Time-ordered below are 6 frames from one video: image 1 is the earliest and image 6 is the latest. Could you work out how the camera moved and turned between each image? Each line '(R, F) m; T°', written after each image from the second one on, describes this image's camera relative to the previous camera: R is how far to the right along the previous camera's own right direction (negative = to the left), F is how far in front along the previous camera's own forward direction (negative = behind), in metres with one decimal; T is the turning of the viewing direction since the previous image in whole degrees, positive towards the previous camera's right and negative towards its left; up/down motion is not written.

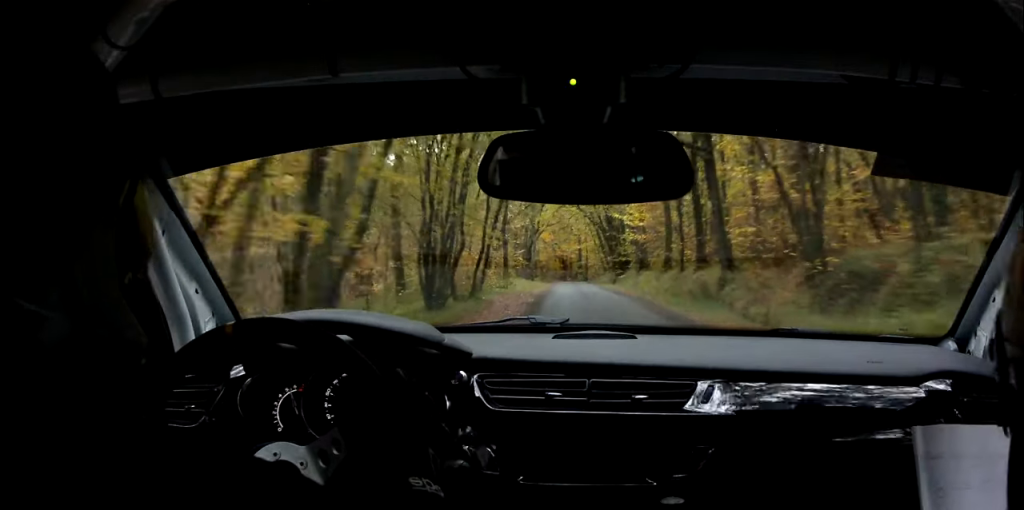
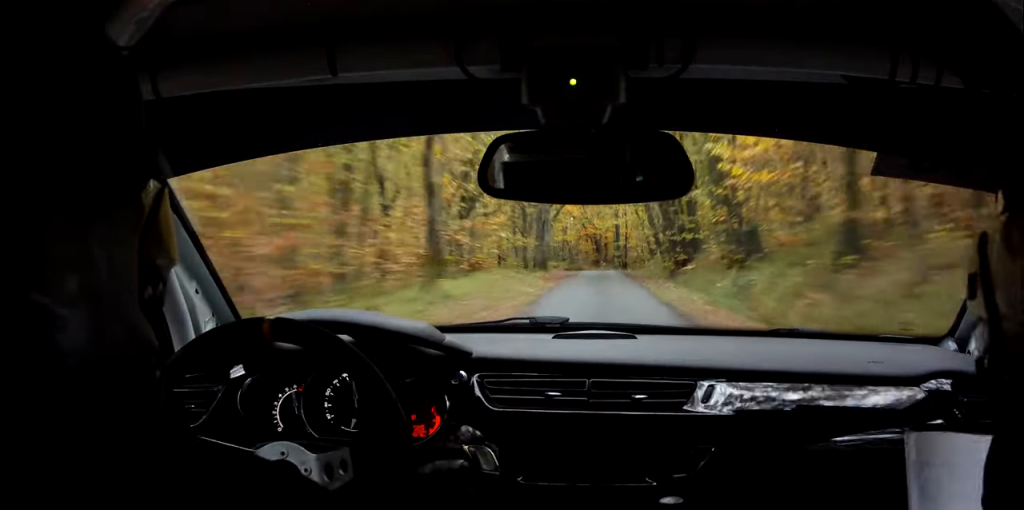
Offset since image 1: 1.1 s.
(-1.0, +32.2) m; -4°
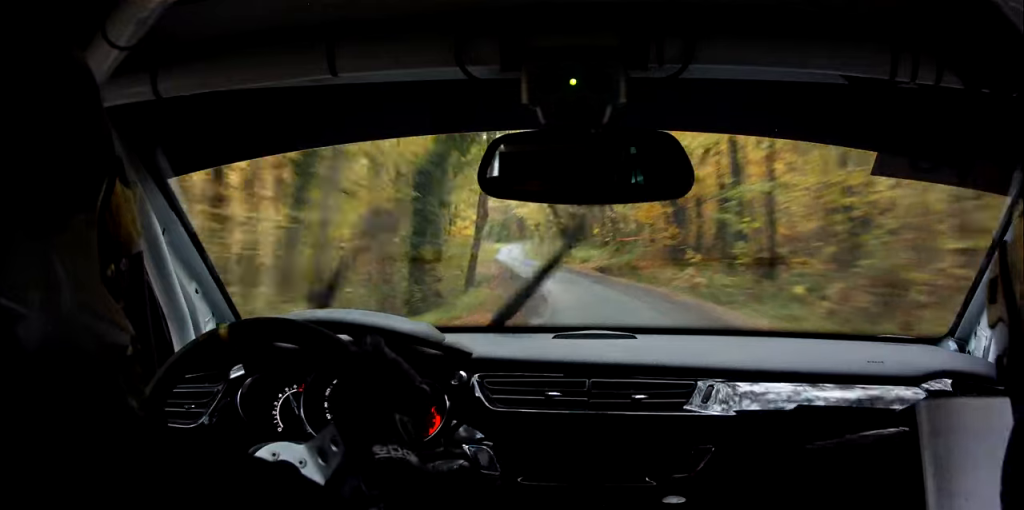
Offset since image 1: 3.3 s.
(-3.8, +69.3) m; -8°
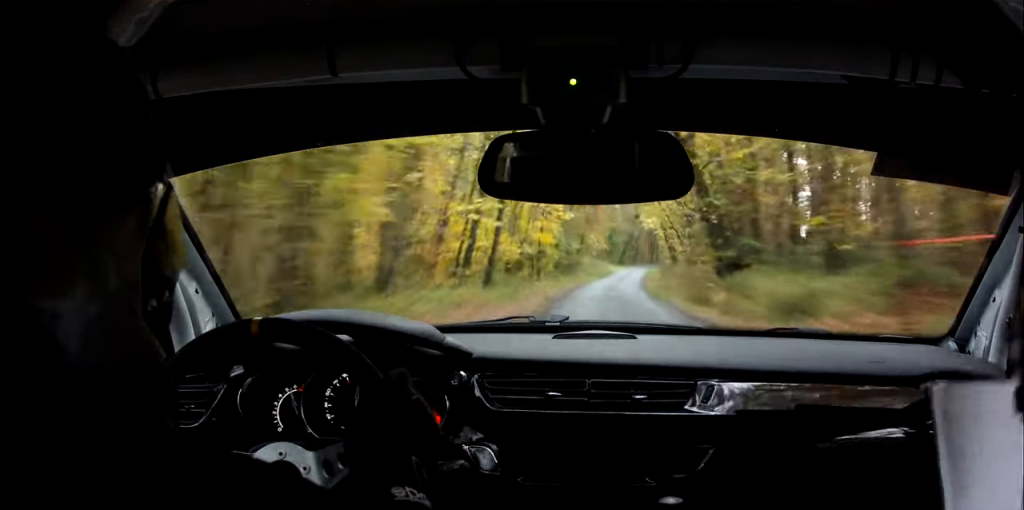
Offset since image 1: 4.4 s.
(-2.5, +37.7) m; -7°
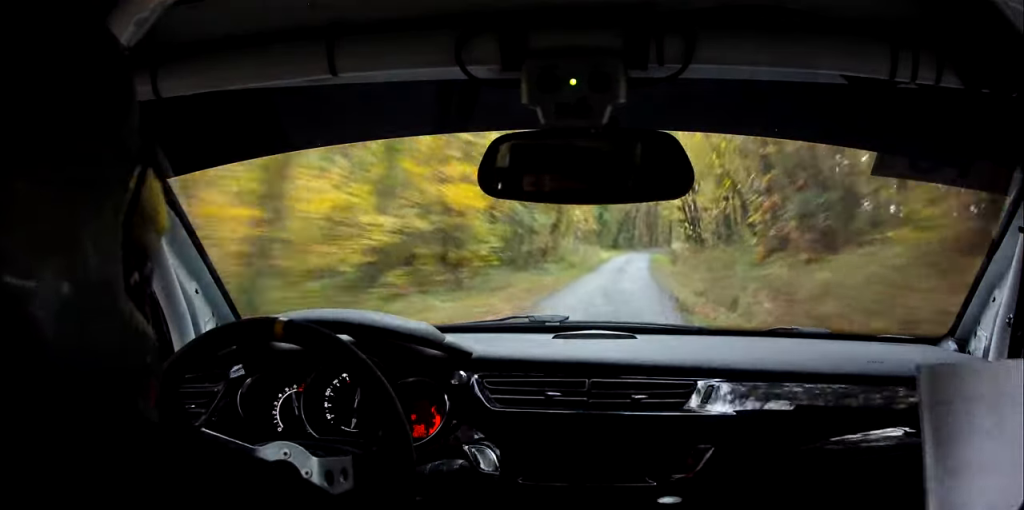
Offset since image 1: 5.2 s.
(-0.8, +25.0) m; -1°
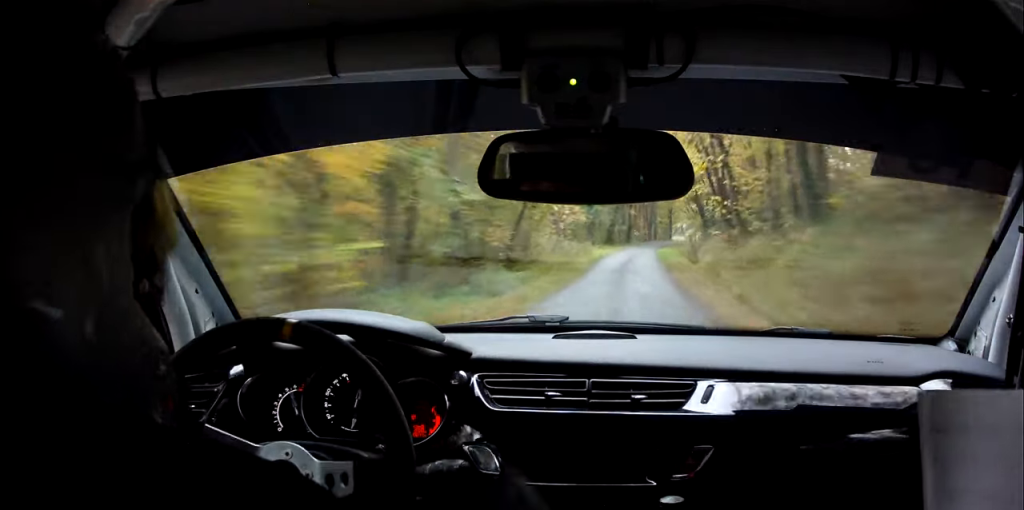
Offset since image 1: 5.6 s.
(-0.2, +16.0) m; 0°
